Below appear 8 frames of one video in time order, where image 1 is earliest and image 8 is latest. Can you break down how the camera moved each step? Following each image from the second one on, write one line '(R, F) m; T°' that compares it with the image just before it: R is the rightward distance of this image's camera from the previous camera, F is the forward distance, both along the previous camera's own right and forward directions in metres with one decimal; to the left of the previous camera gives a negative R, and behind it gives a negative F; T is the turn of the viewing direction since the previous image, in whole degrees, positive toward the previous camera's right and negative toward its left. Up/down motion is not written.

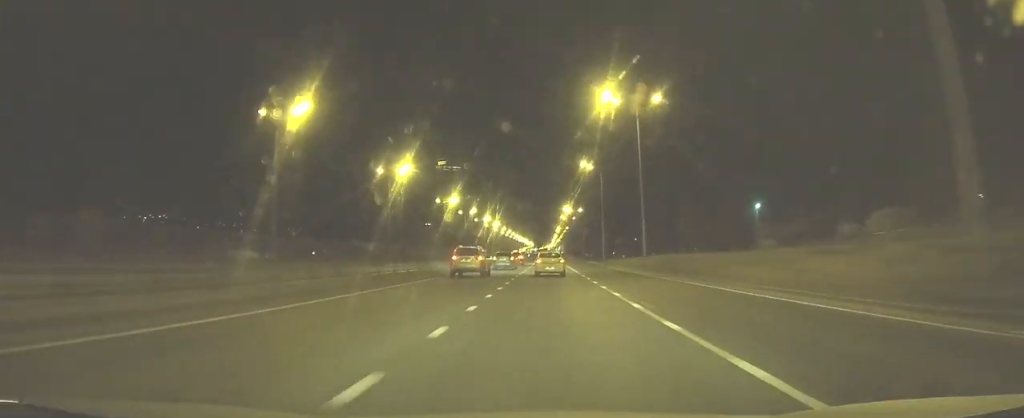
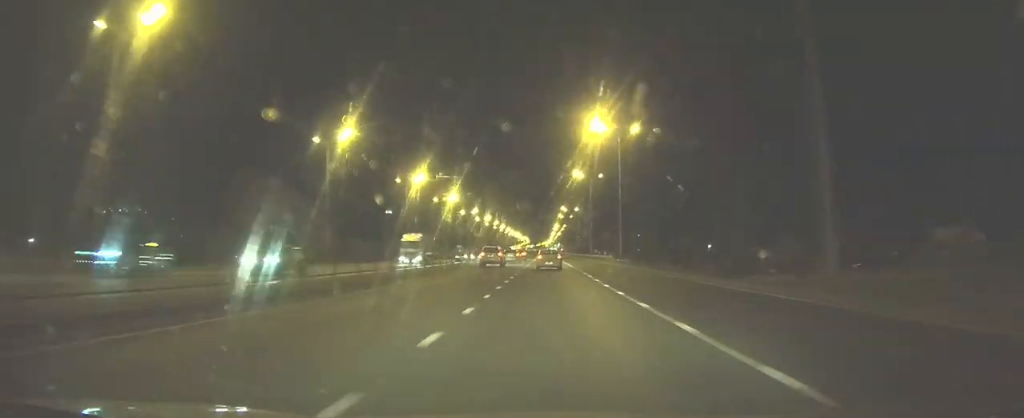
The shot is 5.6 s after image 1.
(+0.5, +104.0) m; +1°
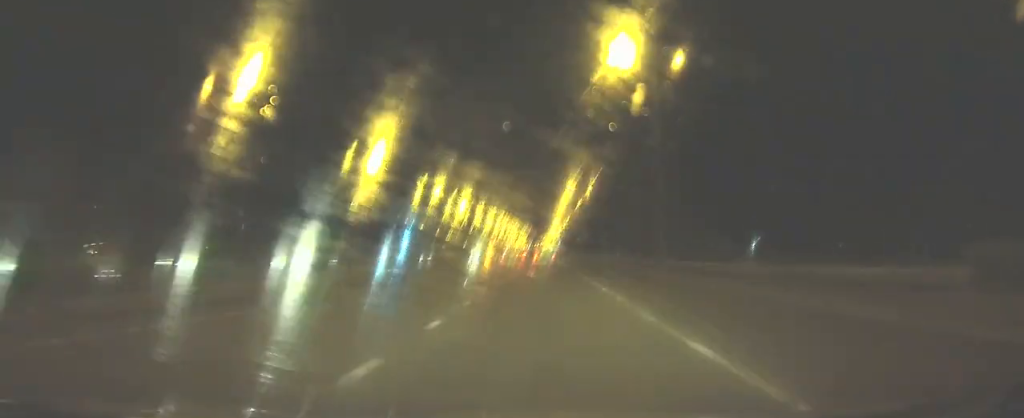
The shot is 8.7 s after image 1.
(+0.2, +56.9) m; 0°
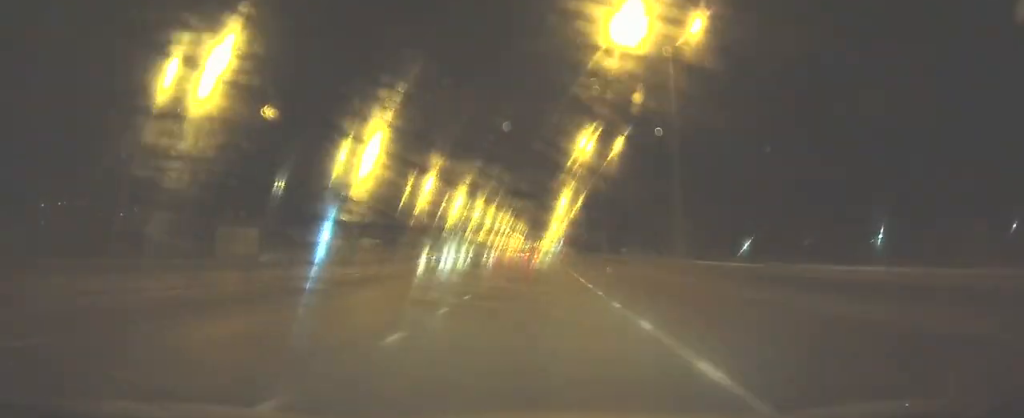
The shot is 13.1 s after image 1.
(-0.6, +83.1) m; 0°
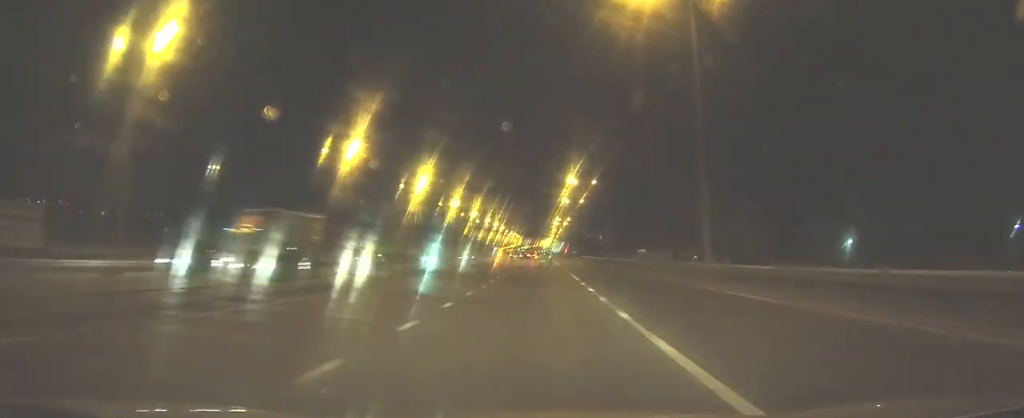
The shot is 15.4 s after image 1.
(+0.1, +43.6) m; 0°
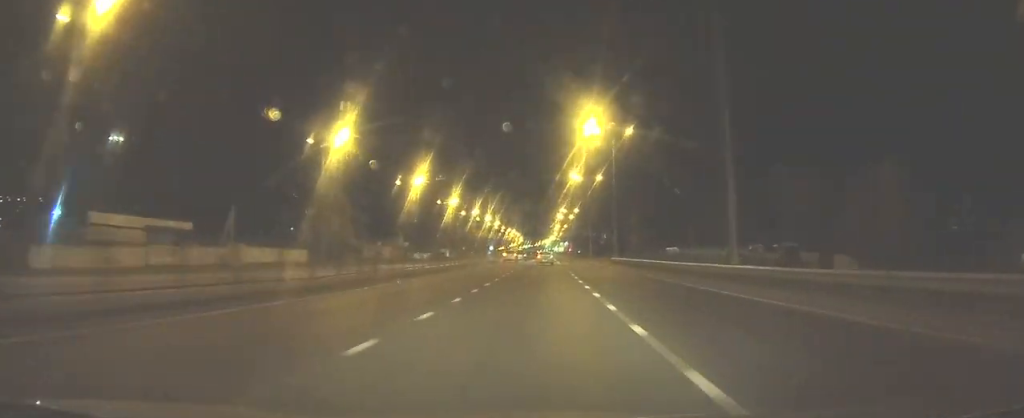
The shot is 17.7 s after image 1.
(-0.1, +42.6) m; 0°
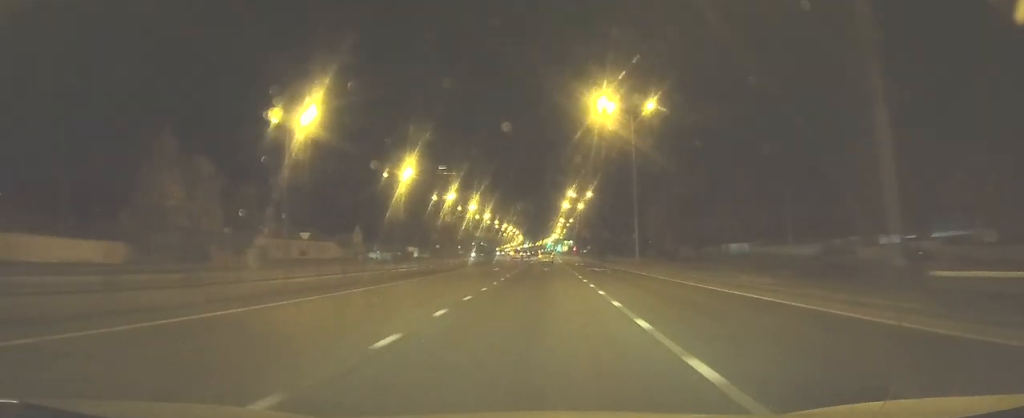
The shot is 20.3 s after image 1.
(0.0, +46.7) m; 0°
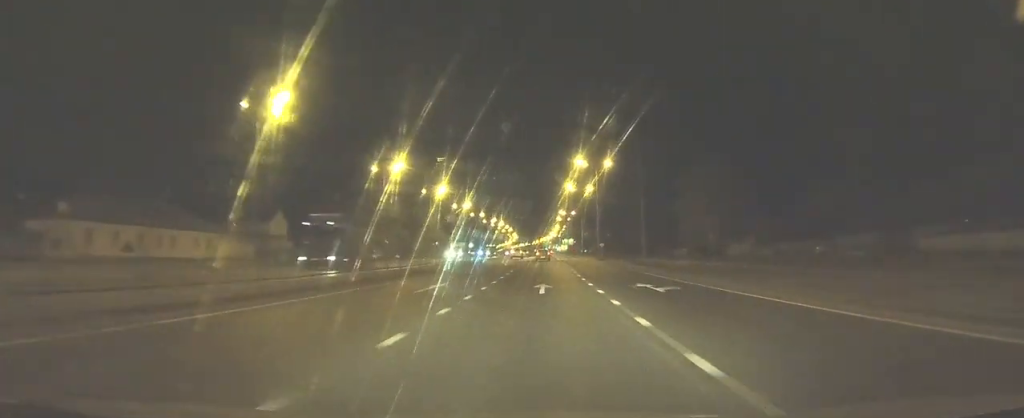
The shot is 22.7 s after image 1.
(+0.1, +42.0) m; 0°
